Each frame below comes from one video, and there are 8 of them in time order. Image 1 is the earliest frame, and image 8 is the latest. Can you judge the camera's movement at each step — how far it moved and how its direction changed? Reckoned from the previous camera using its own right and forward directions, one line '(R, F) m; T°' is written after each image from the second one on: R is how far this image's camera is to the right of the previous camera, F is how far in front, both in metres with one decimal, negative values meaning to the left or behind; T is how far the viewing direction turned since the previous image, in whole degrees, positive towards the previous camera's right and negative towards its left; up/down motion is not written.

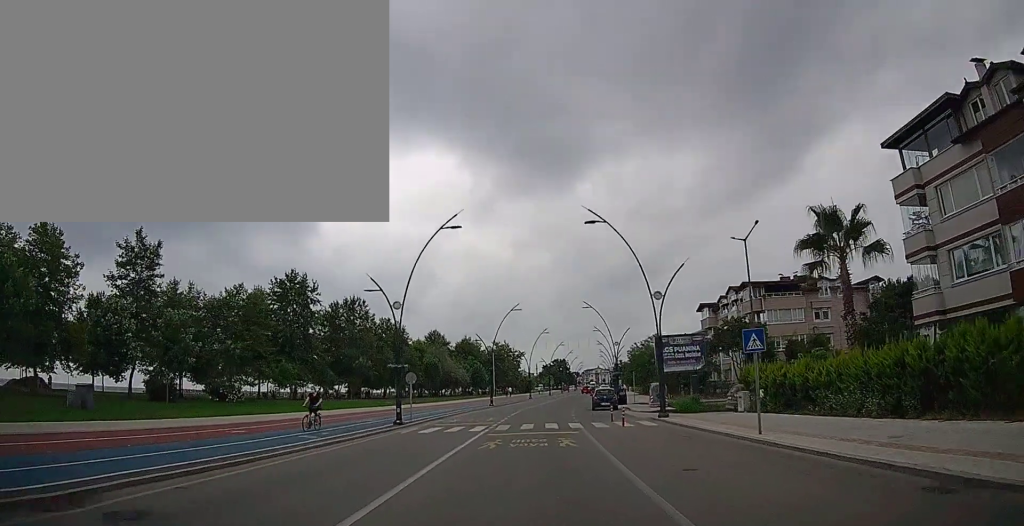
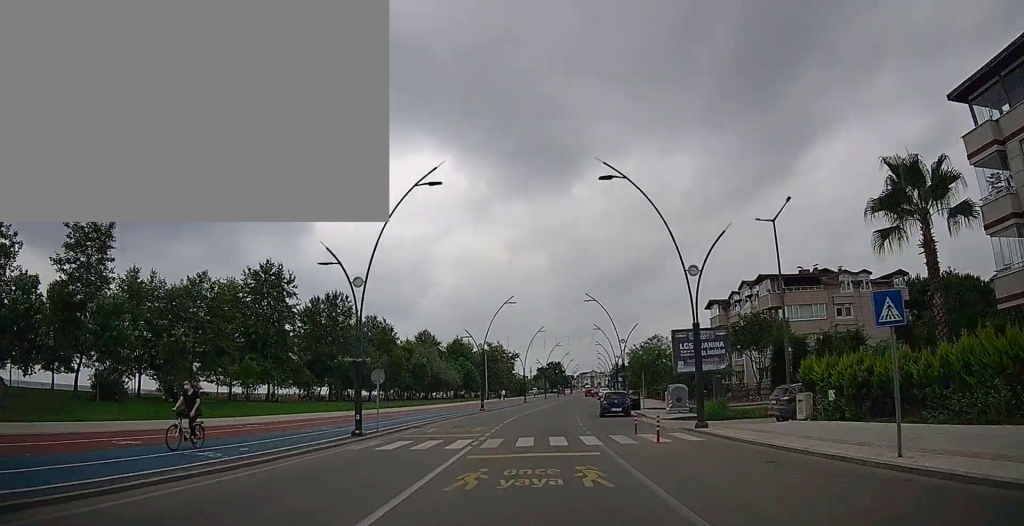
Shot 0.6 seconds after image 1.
(-0.1, +5.9) m; 0°
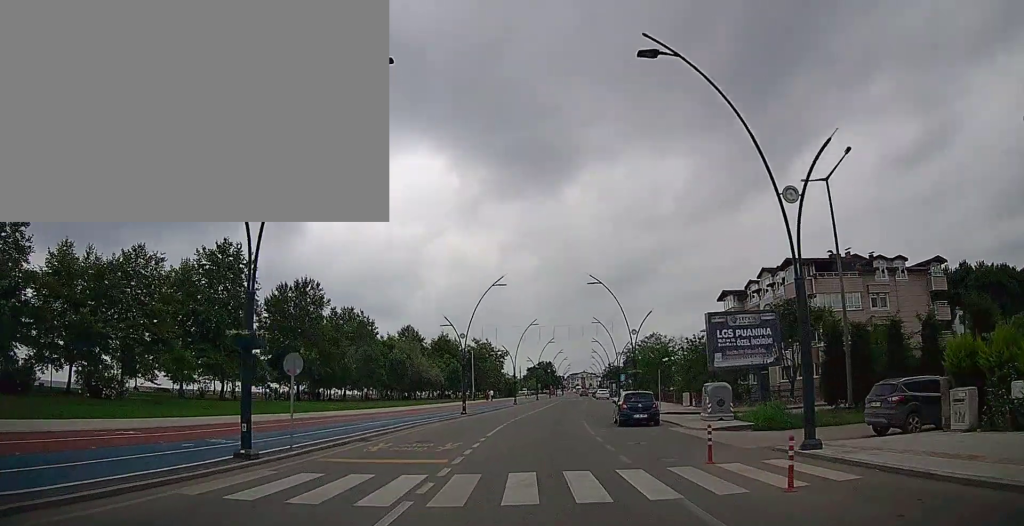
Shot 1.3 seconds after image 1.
(+0.1, +8.1) m; +2°
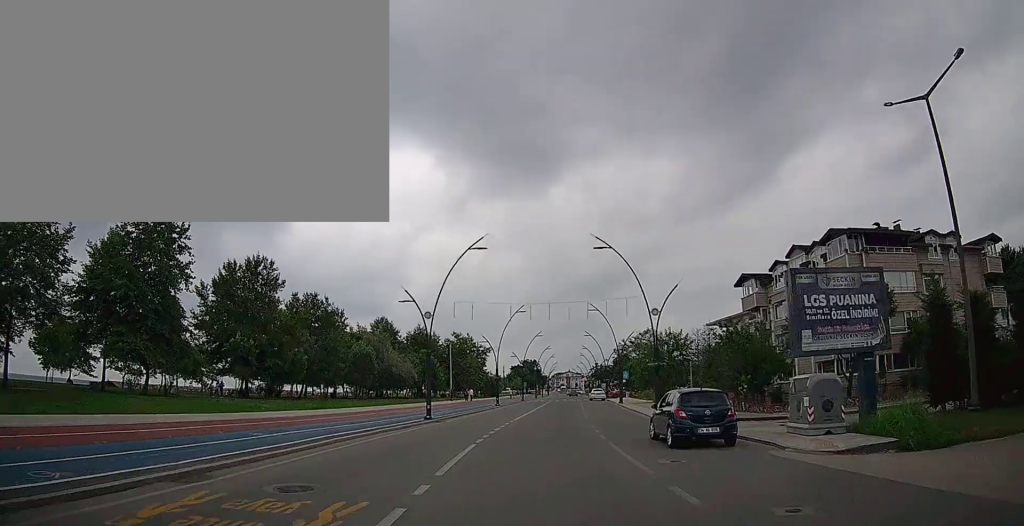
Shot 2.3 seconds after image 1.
(+0.2, +9.9) m; +1°
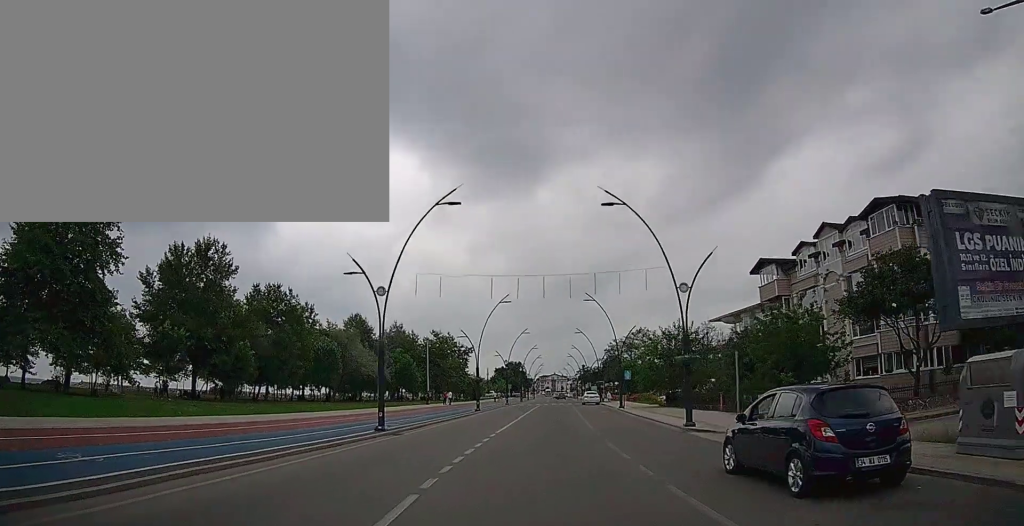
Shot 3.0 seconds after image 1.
(0.0, +7.7) m; +2°
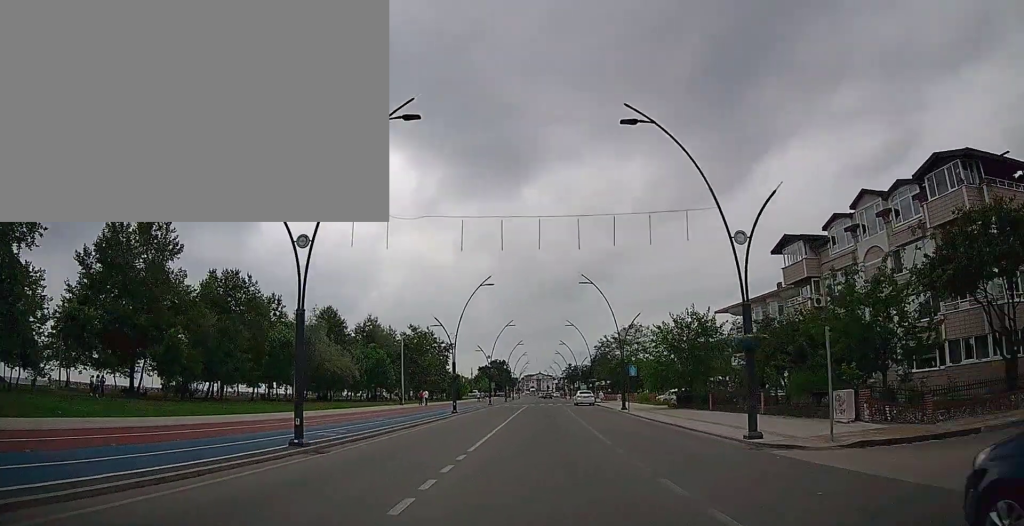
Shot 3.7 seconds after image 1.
(0.0, +7.3) m; +2°
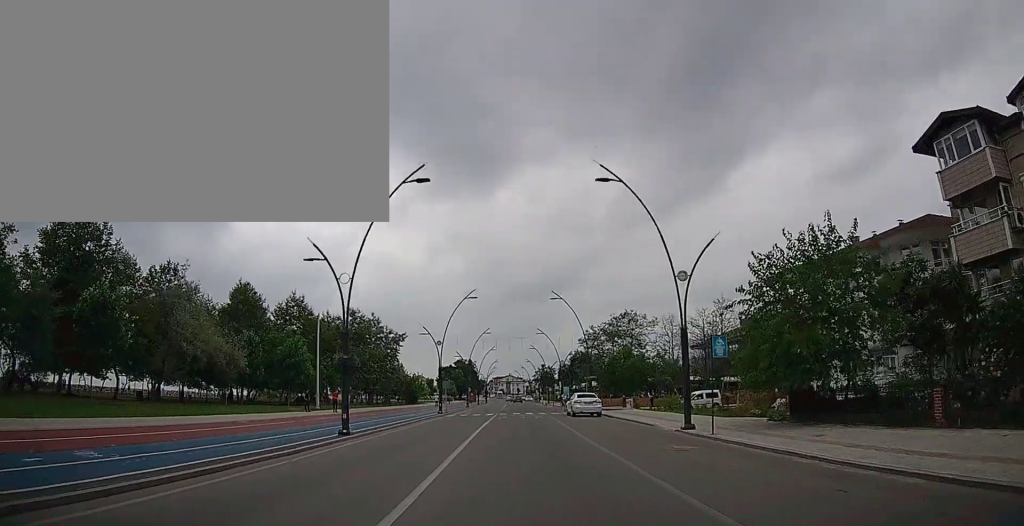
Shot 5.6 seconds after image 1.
(+0.8, +20.4) m; +3°
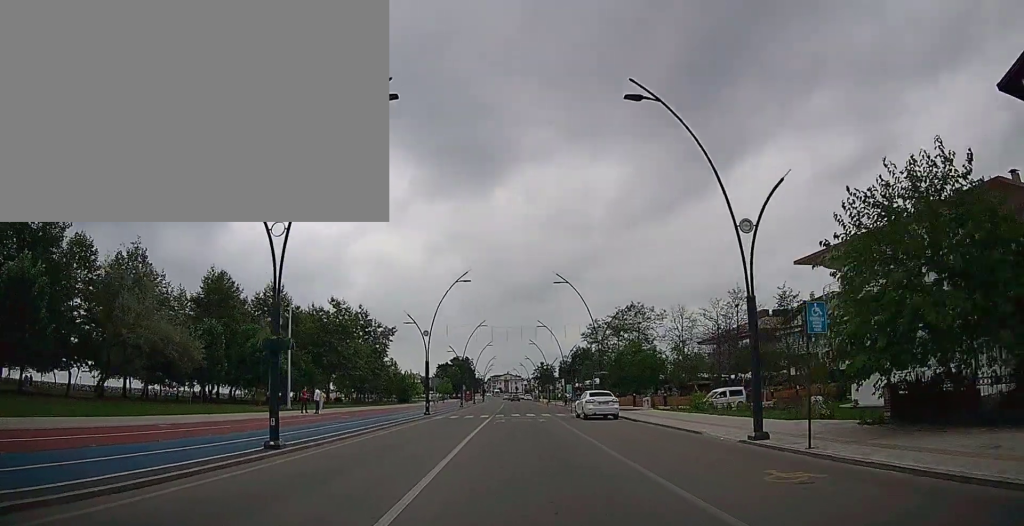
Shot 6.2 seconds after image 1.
(+0.1, +6.1) m; 0°
